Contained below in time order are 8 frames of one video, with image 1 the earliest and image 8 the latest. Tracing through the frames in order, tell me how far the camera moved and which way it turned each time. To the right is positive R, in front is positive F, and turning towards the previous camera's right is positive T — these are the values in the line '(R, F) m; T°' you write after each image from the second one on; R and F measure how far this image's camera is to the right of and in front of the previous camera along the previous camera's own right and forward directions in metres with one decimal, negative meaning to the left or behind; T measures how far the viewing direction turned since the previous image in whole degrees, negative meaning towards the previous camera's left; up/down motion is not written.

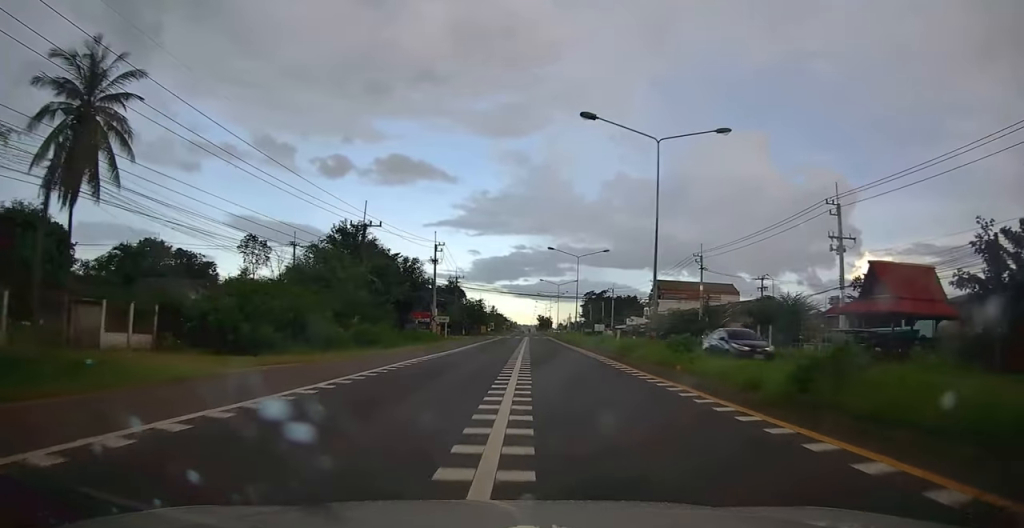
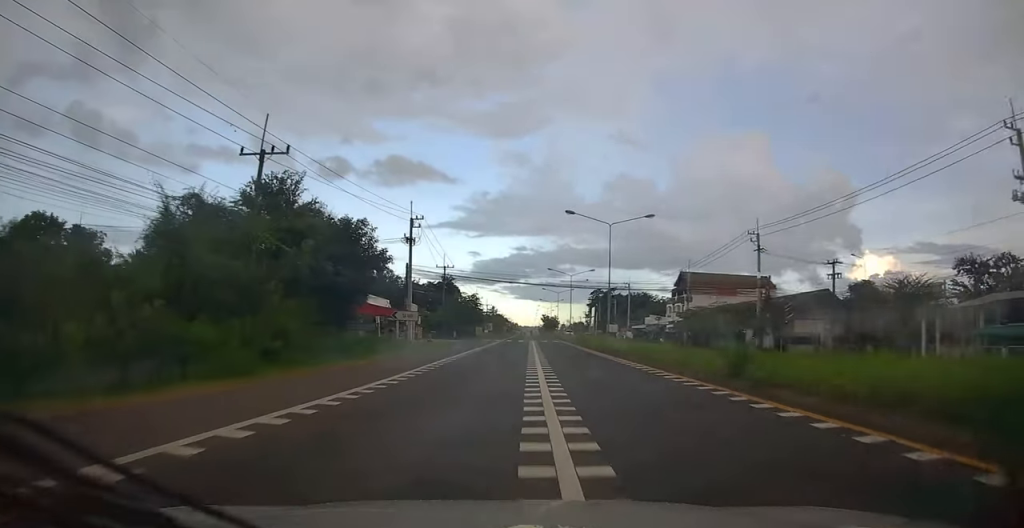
(+0.5, +18.8) m; +2°
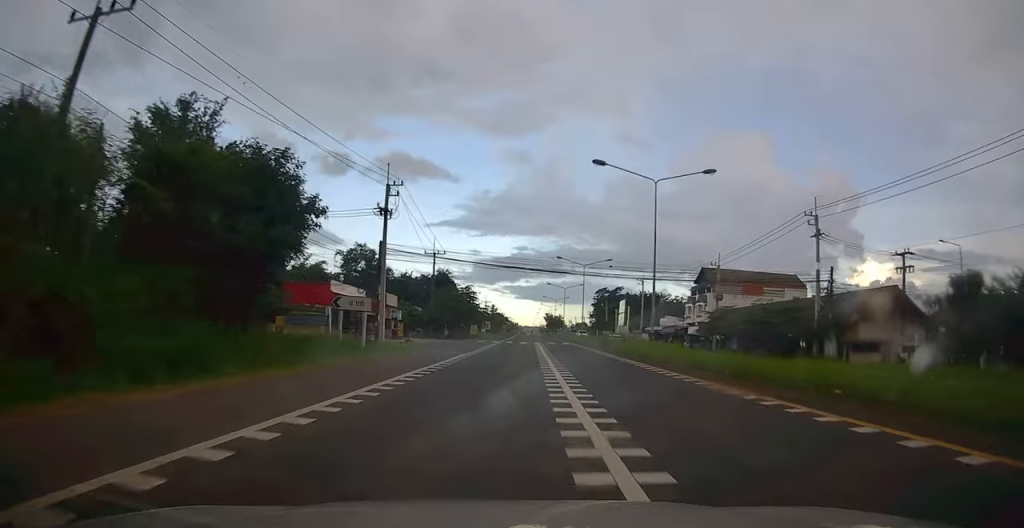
(+0.1, +12.3) m; -1°
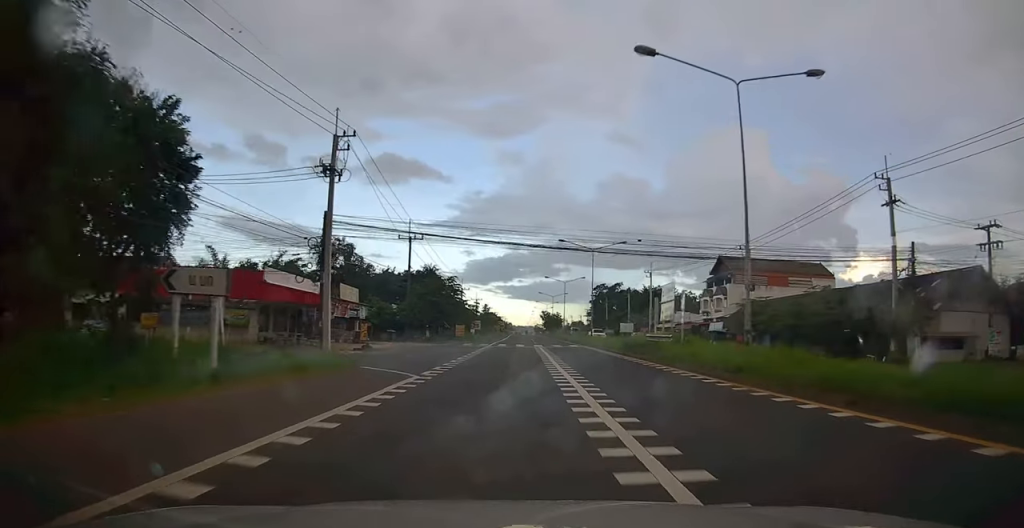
(+0.1, +11.9) m; 0°
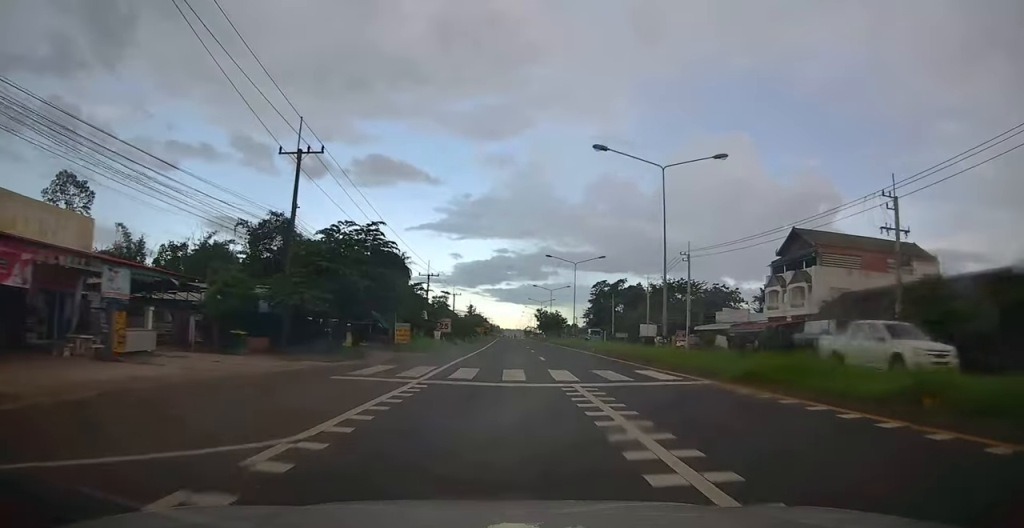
(+0.4, +27.9) m; +3°
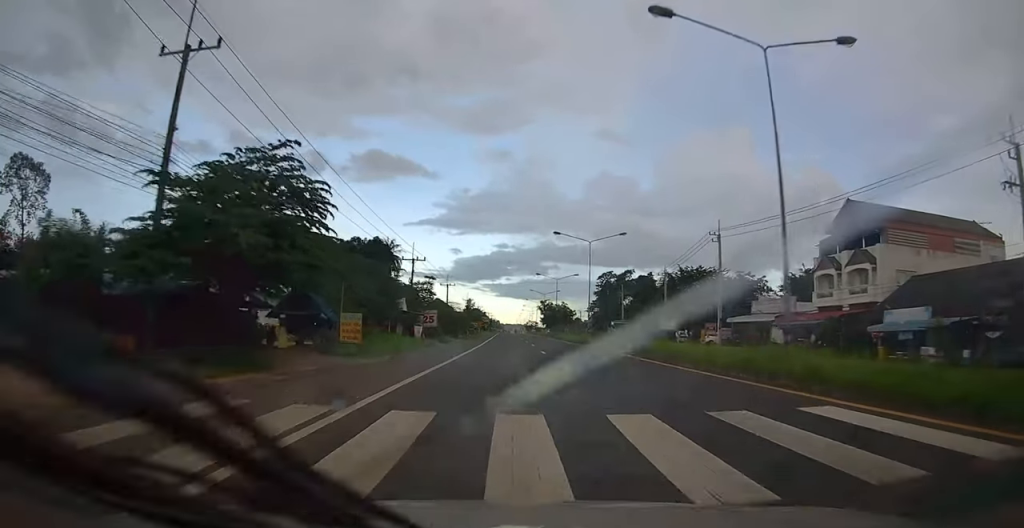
(+0.5, +11.3) m; +1°
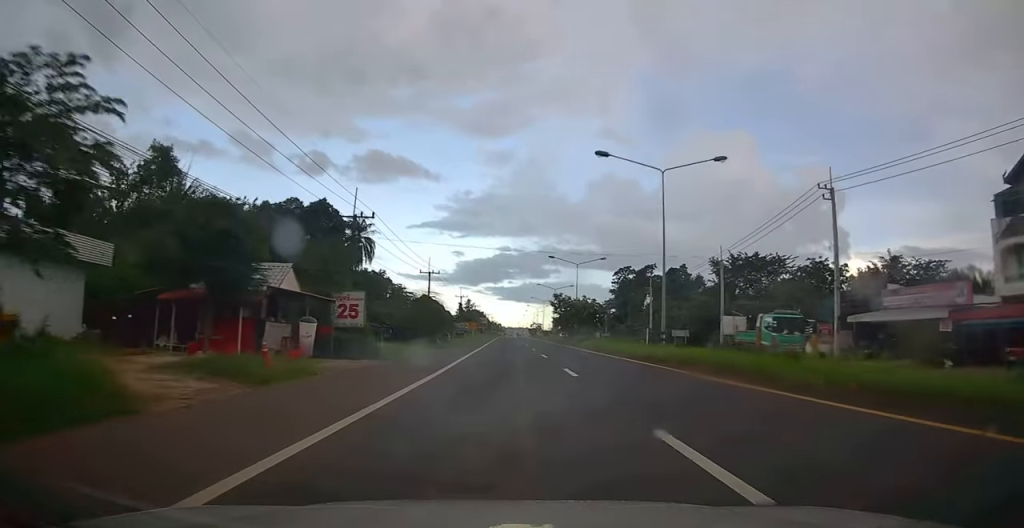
(-0.9, +23.9) m; -2°
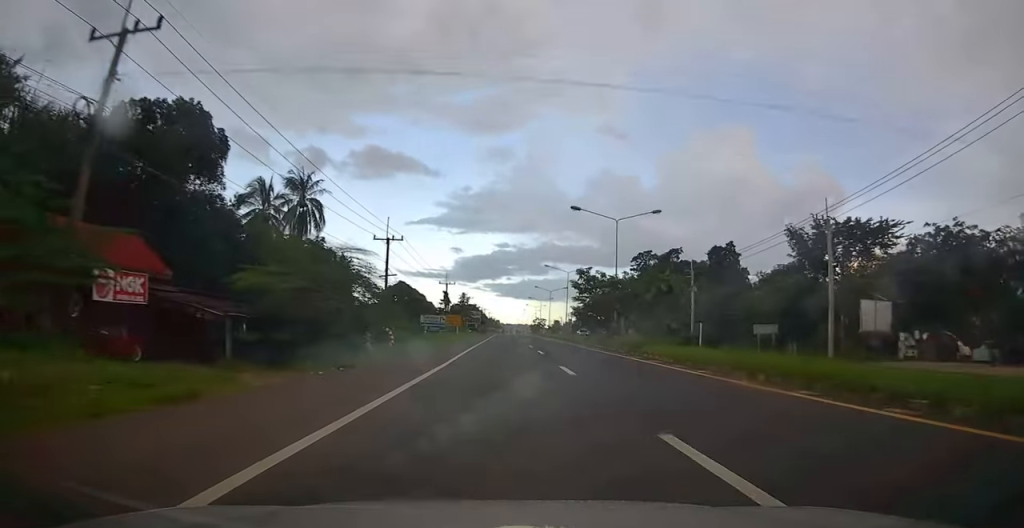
(0.0, +24.1) m; 0°
